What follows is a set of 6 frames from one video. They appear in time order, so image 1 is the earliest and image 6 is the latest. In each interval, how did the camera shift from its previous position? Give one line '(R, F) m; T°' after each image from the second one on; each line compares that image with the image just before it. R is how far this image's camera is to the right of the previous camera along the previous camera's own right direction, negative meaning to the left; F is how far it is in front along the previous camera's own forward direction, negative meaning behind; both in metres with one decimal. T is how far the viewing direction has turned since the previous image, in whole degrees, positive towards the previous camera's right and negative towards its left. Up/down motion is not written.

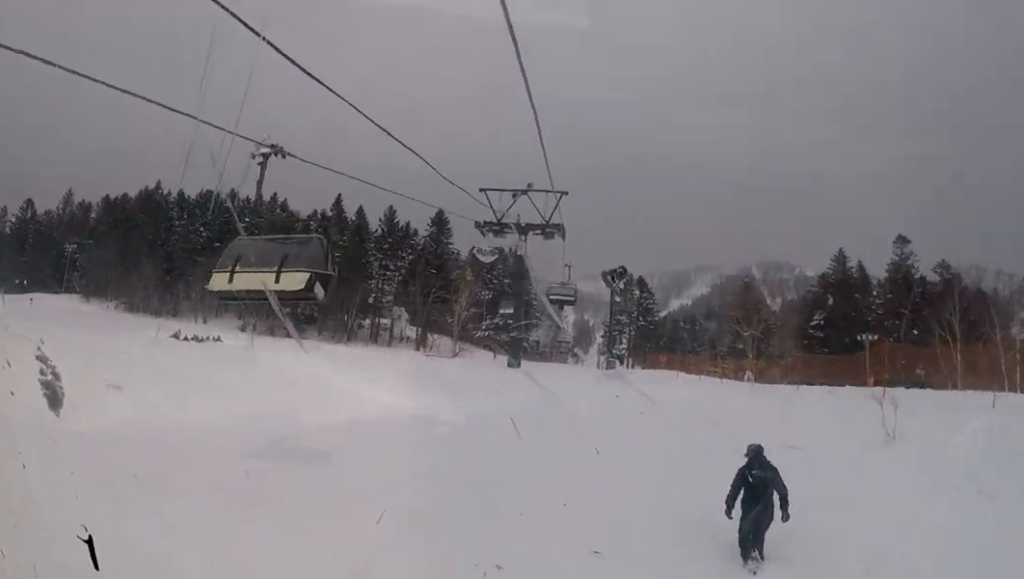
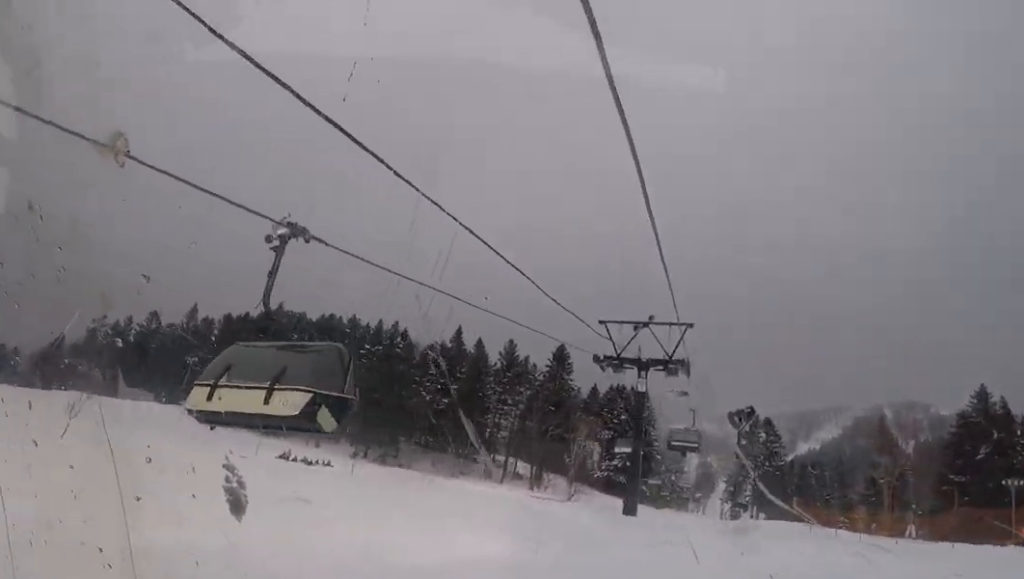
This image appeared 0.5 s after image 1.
(0.0, +1.9) m; 0°
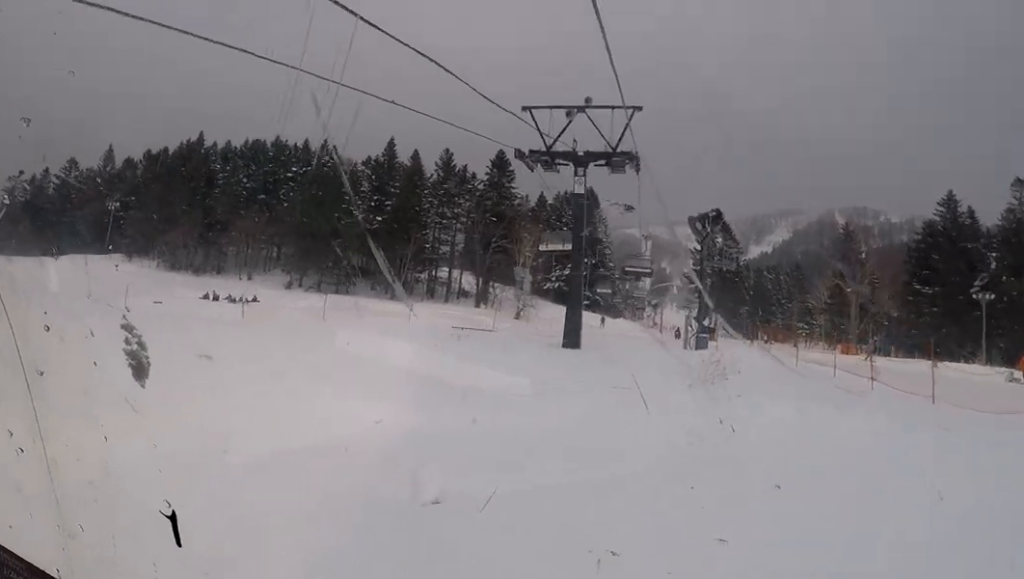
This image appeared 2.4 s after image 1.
(0.0, +8.4) m; 0°
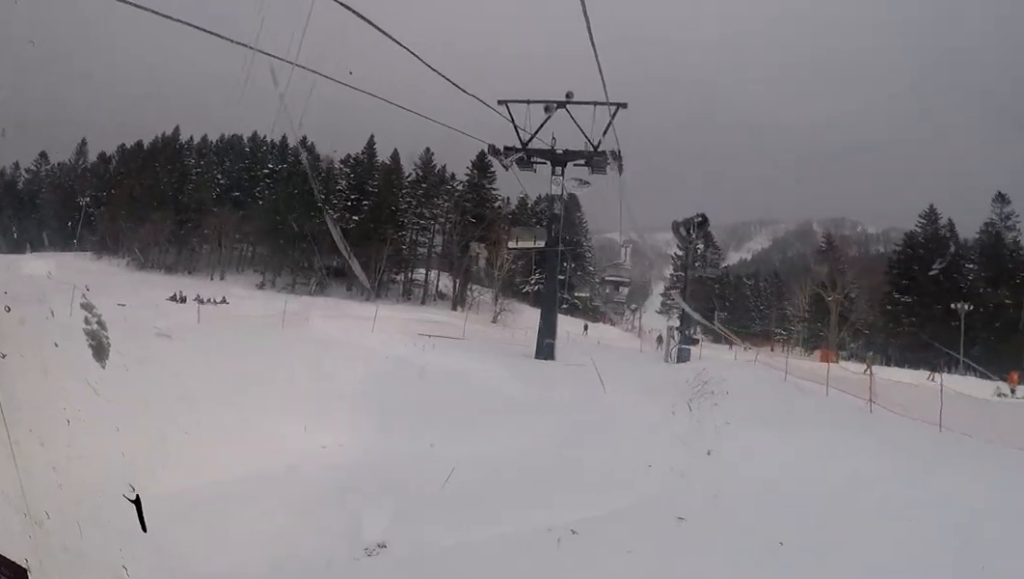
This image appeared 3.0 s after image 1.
(0.0, +2.1) m; 0°
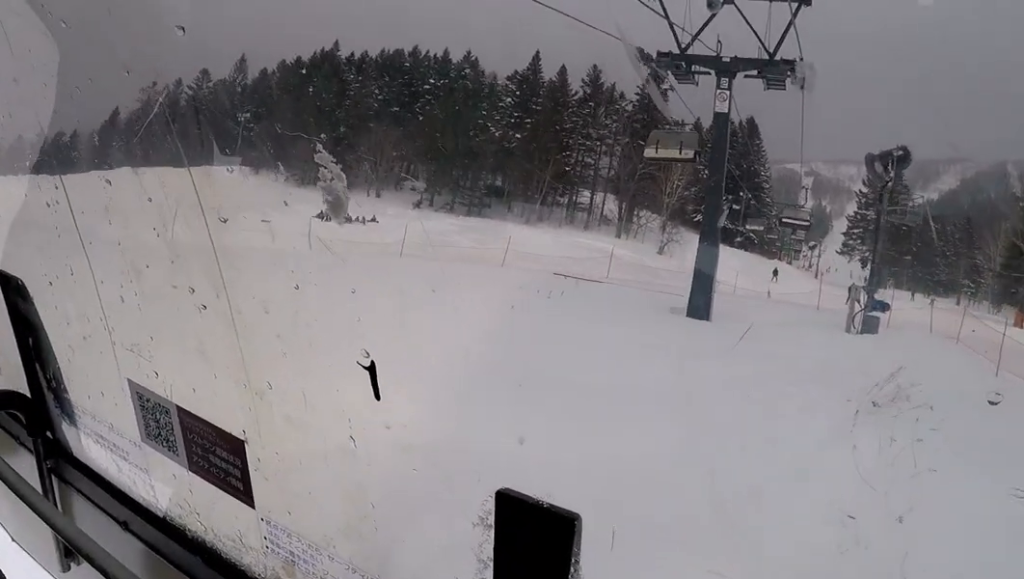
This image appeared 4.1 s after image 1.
(0.0, +4.6) m; 0°
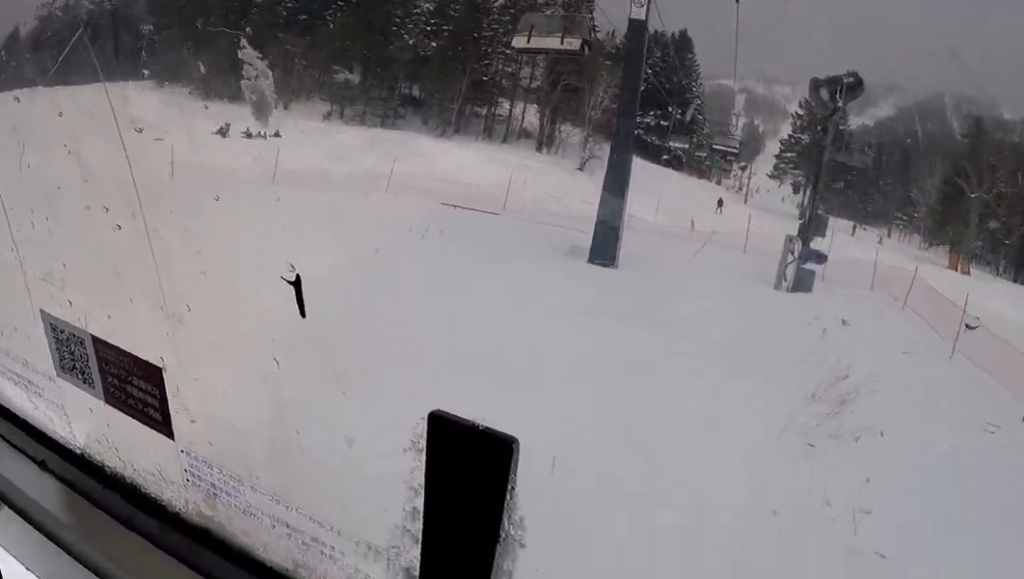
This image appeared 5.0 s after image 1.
(0.0, +3.8) m; 0°
